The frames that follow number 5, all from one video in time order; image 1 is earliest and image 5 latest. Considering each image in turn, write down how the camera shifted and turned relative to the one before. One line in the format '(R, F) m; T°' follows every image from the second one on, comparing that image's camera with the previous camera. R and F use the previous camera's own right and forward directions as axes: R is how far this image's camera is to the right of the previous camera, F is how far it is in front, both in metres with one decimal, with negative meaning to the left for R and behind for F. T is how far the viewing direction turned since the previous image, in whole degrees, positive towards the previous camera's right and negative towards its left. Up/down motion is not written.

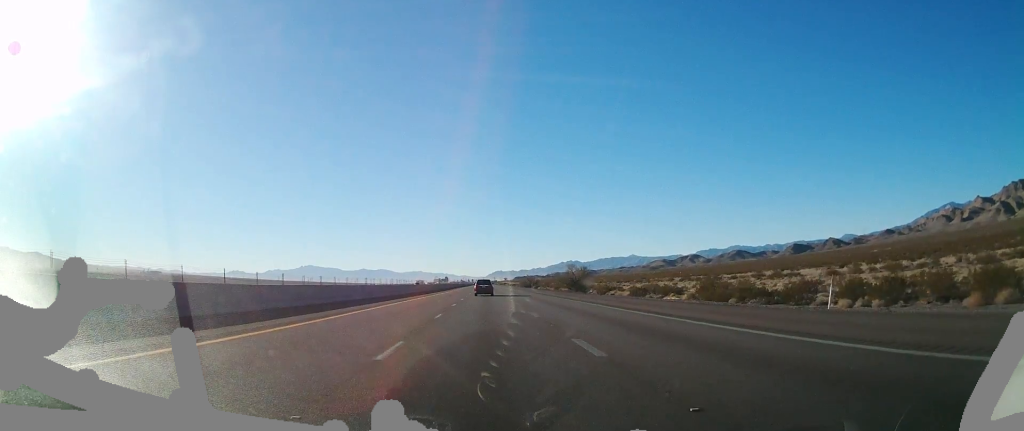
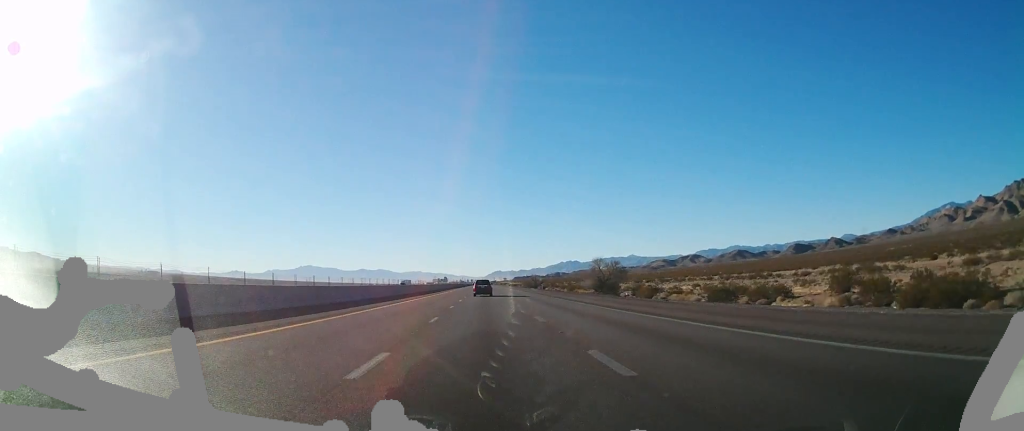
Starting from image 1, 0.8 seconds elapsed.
(0.0, +26.8) m; 0°
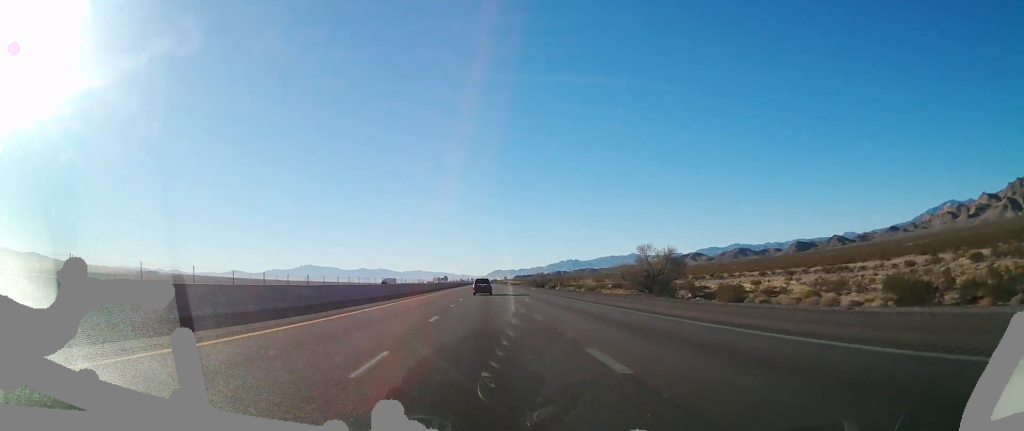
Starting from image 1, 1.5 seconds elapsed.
(0.0, +24.5) m; 0°
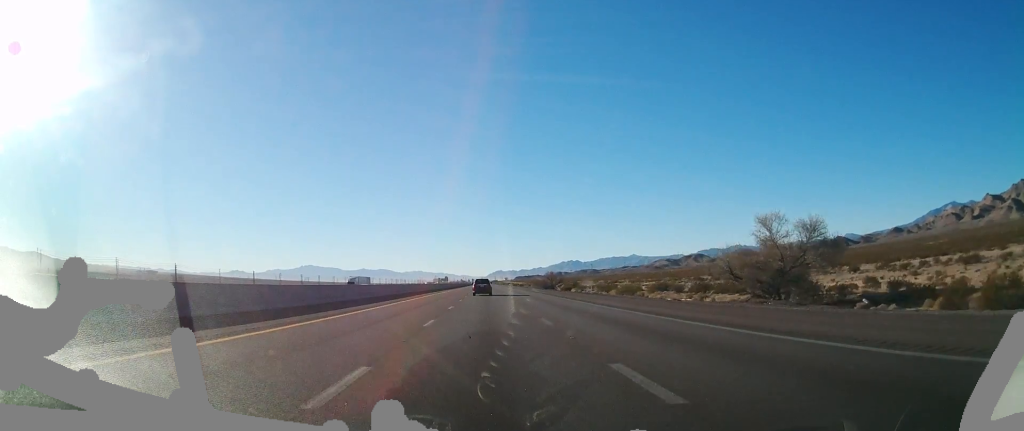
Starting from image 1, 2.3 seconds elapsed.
(+0.1, +26.6) m; 0°
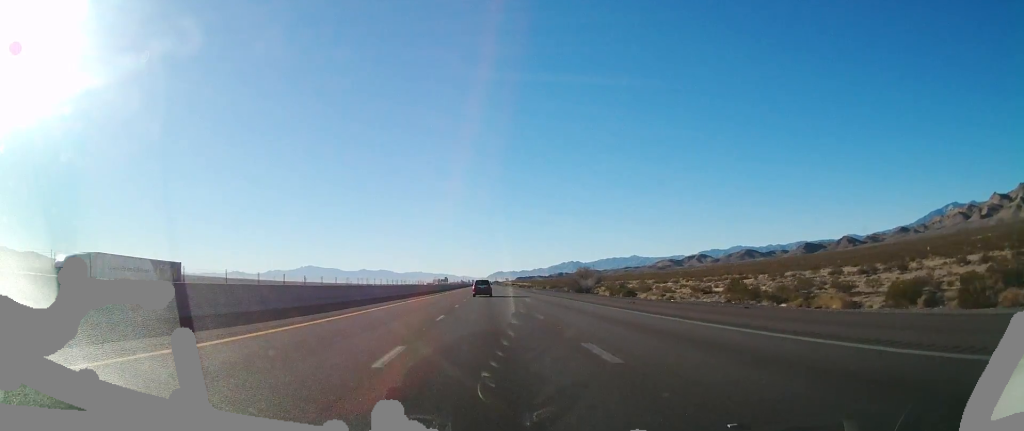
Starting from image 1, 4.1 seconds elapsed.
(-0.1, +57.8) m; 0°
